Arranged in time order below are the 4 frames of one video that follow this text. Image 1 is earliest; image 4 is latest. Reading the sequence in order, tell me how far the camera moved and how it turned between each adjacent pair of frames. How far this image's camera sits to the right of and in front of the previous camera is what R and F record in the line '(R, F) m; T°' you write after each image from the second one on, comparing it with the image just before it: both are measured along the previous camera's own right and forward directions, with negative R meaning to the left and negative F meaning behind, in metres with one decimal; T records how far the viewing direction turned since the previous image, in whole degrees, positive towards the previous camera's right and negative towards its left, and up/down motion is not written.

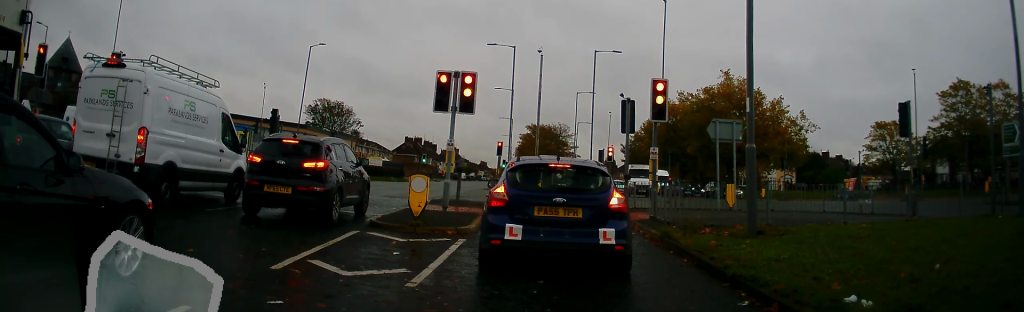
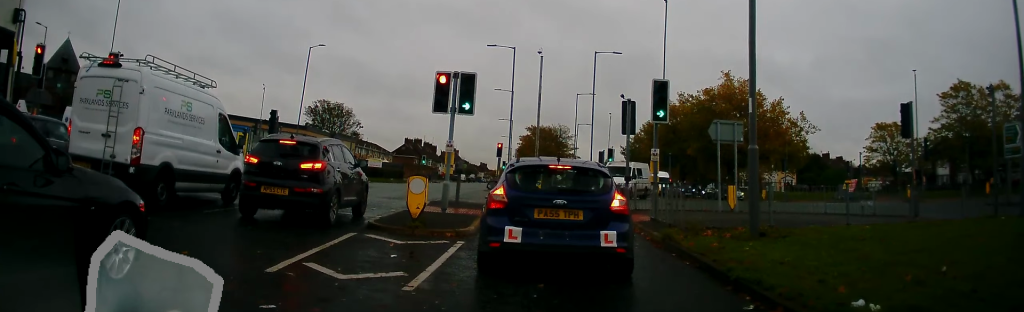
(0.0, 0.0) m; 0°
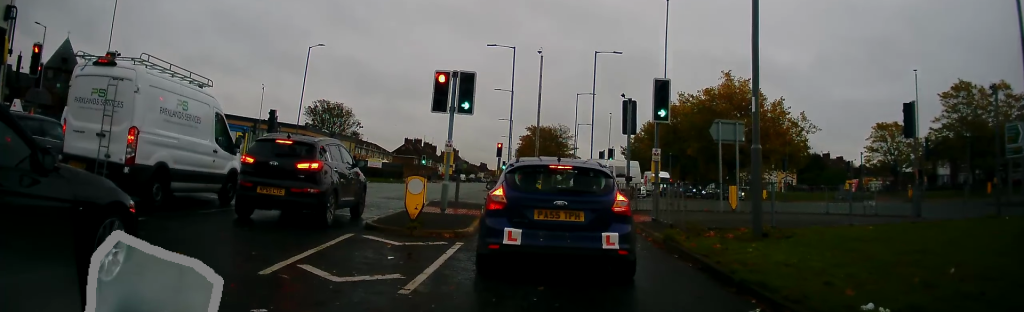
(0.0, 0.0) m; 0°
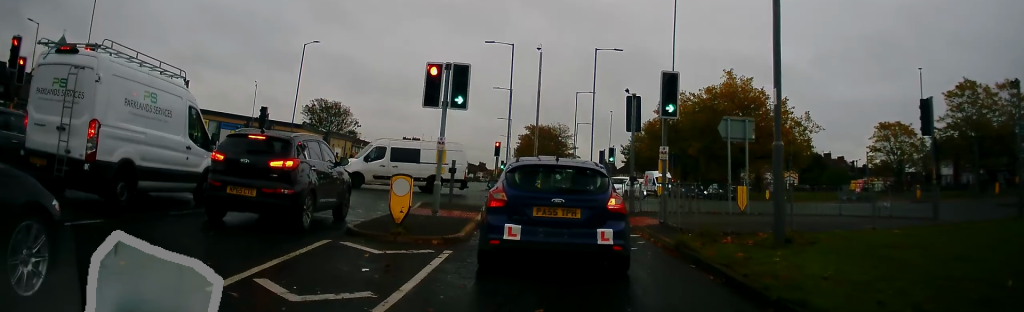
(+0.2, +0.5) m; 0°
